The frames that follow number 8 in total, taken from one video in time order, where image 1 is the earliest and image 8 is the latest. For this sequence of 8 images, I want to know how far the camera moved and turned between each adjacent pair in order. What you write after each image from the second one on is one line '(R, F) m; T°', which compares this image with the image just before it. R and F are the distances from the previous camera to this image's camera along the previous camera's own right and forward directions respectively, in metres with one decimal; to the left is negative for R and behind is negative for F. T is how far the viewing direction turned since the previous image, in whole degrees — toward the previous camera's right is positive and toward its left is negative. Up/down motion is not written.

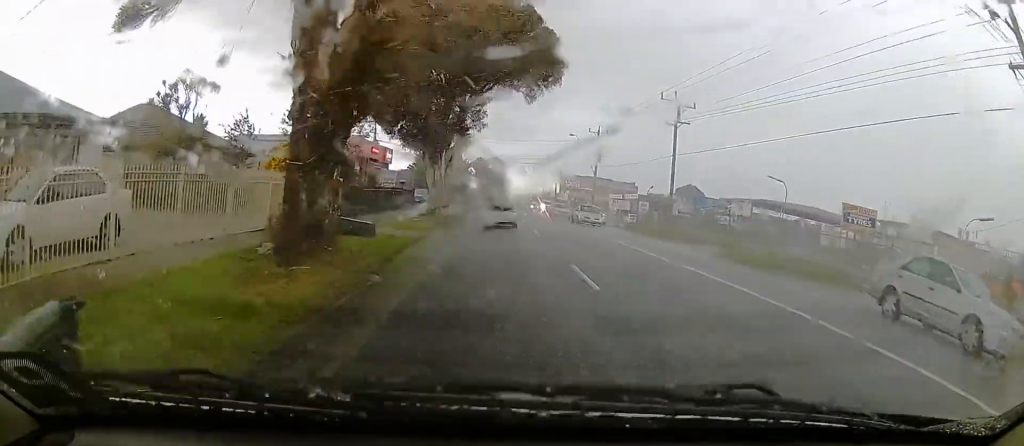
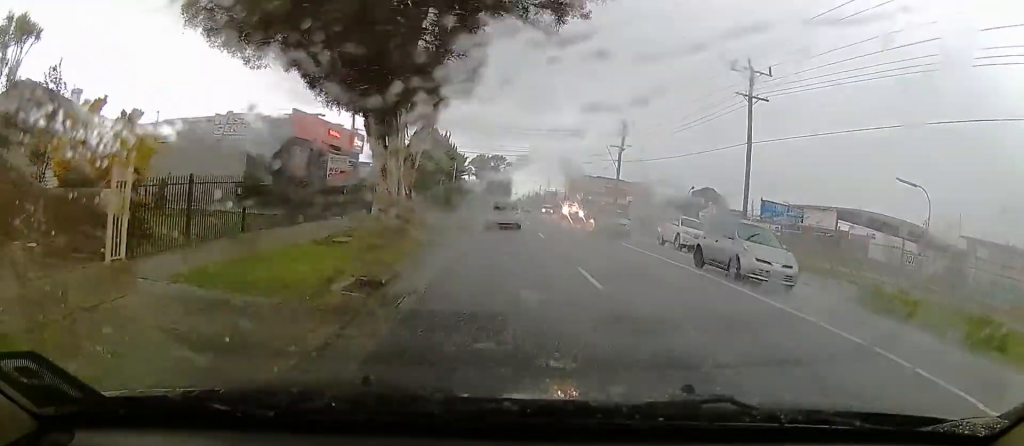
(0.0, +13.1) m; 0°
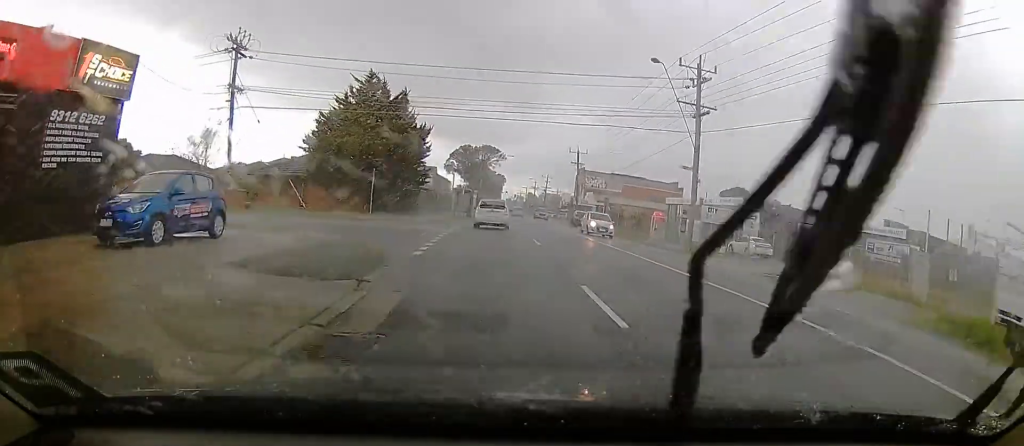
(0.0, +28.9) m; 0°
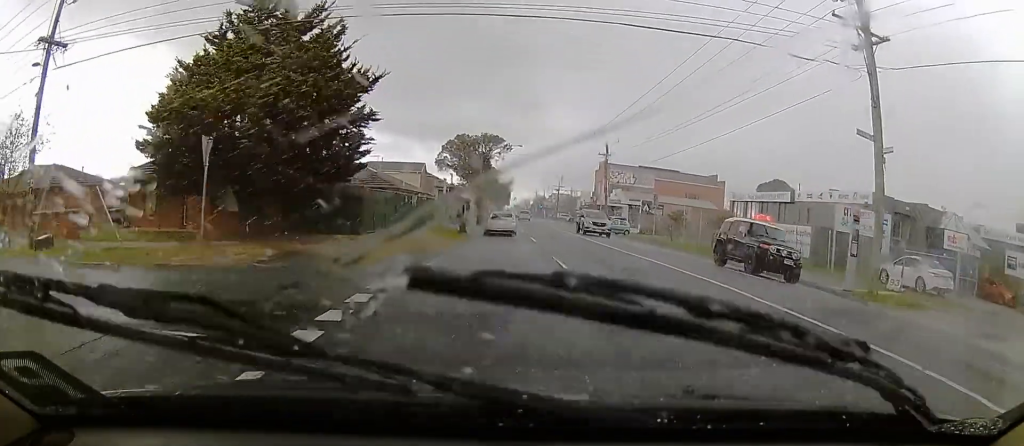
(0.0, +21.0) m; 0°
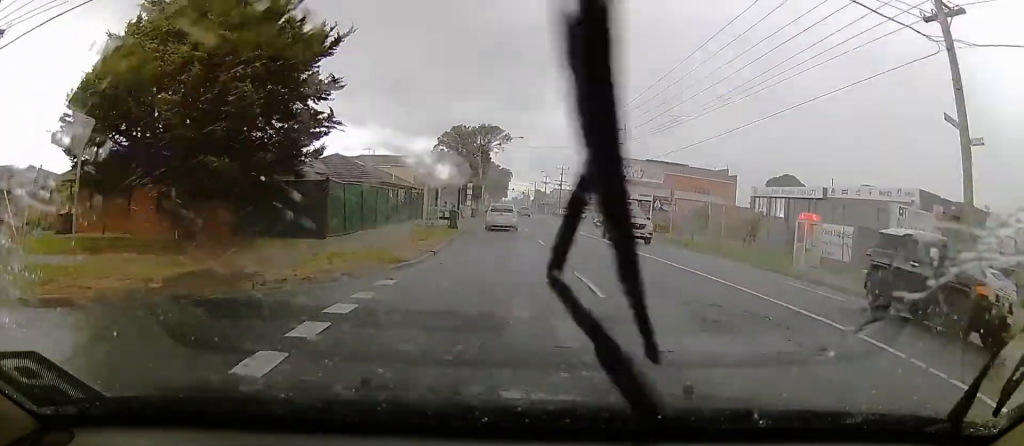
(0.0, +5.0) m; 0°
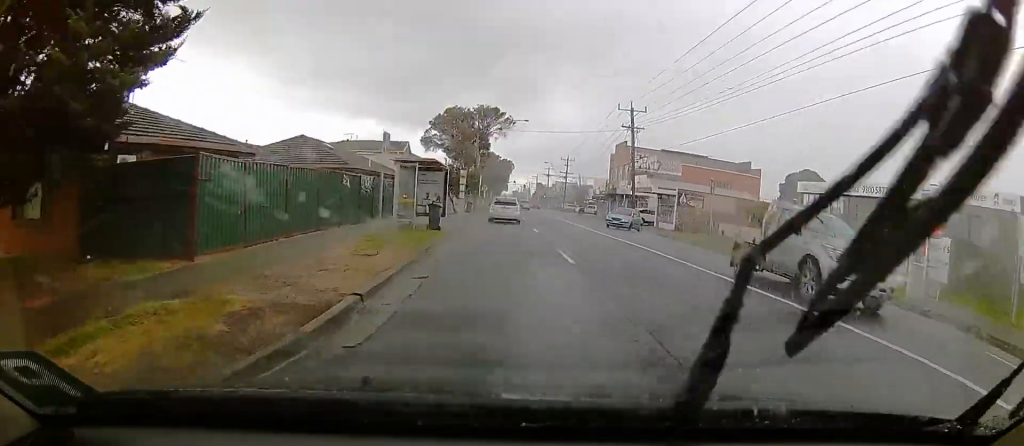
(0.0, +8.4) m; 0°
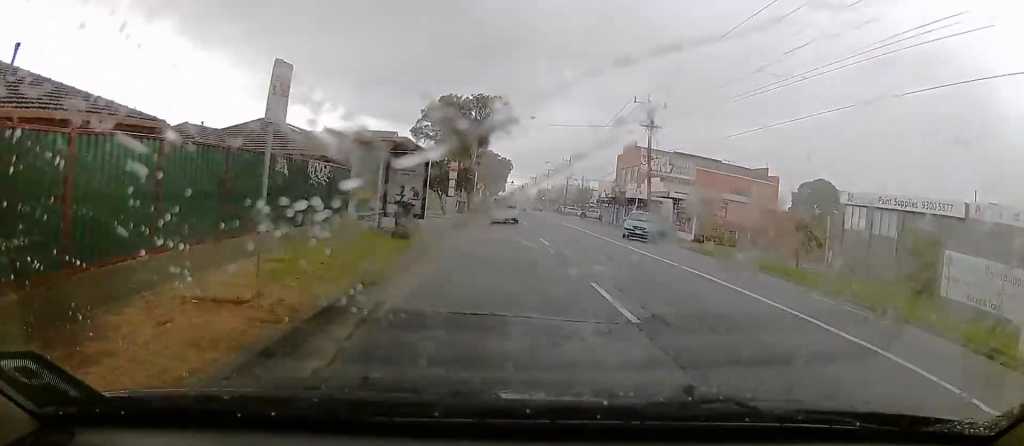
(0.0, +5.8) m; 0°
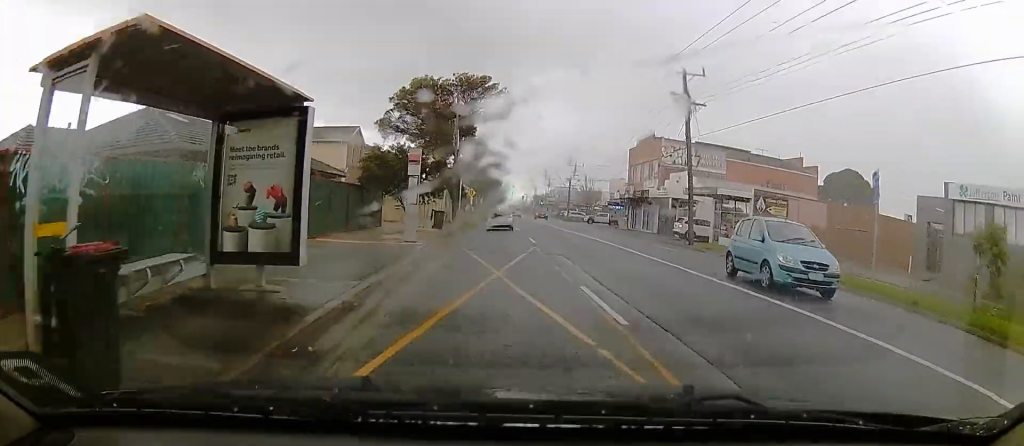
(0.0, +8.8) m; -5°
